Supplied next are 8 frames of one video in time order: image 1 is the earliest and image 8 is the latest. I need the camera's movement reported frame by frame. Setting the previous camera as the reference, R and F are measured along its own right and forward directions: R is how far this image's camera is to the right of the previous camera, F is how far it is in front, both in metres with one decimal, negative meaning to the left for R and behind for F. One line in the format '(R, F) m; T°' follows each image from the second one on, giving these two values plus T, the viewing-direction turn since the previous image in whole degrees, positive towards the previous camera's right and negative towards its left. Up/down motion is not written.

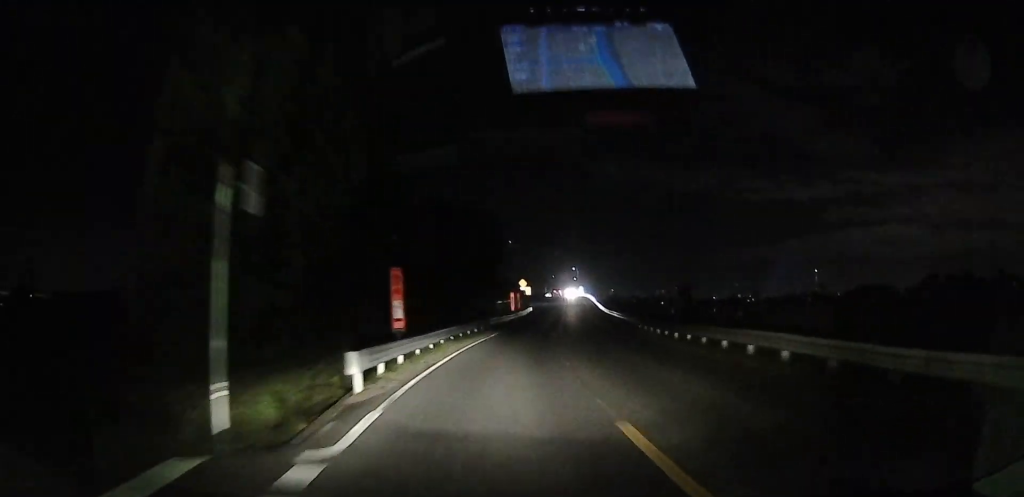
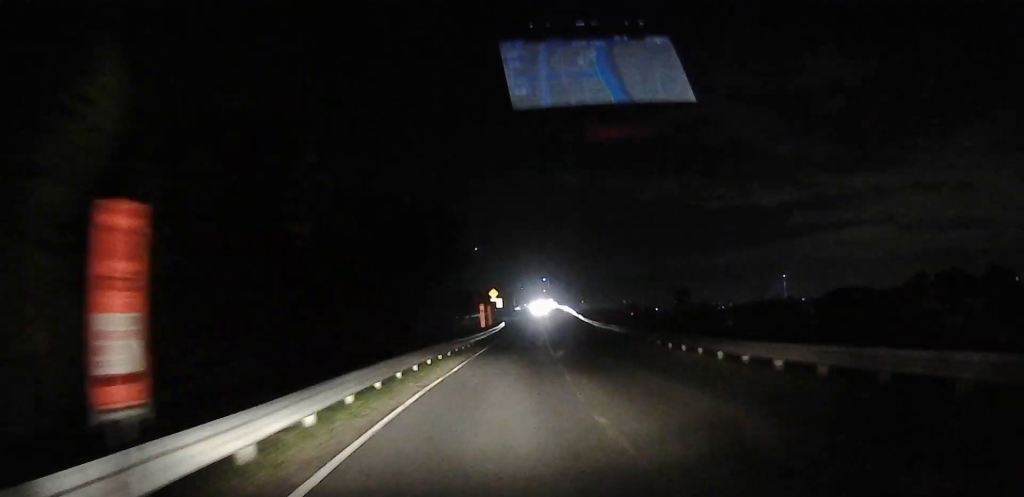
(0.0, +10.3) m; 0°
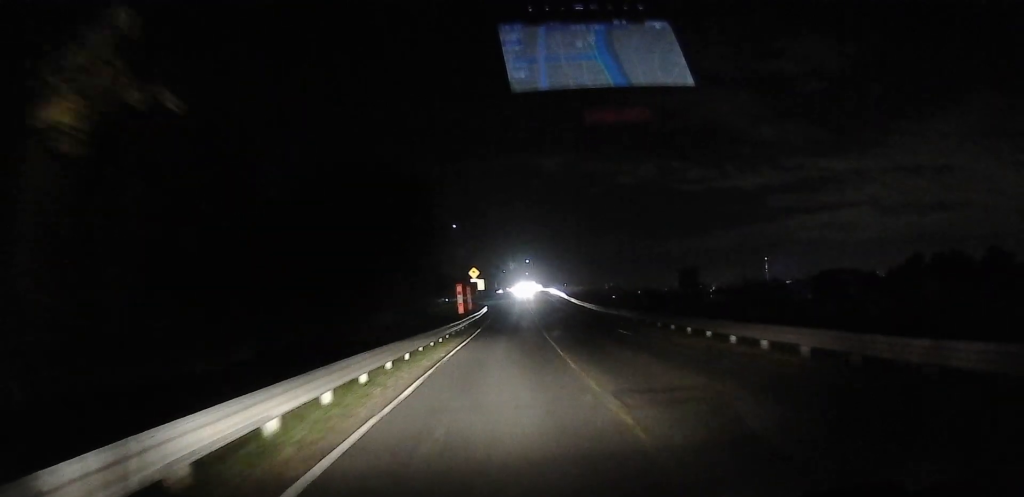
(0.0, +7.4) m; 0°
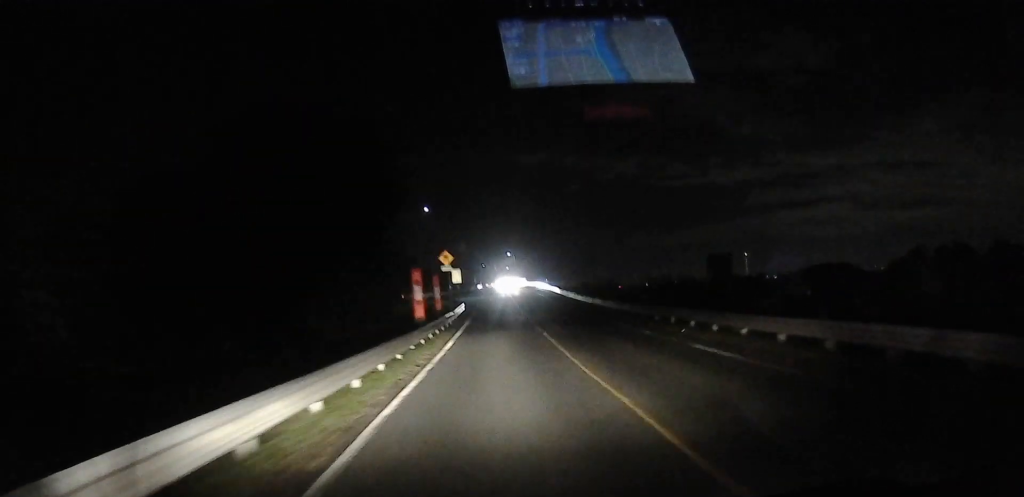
(0.0, +11.3) m; +3°
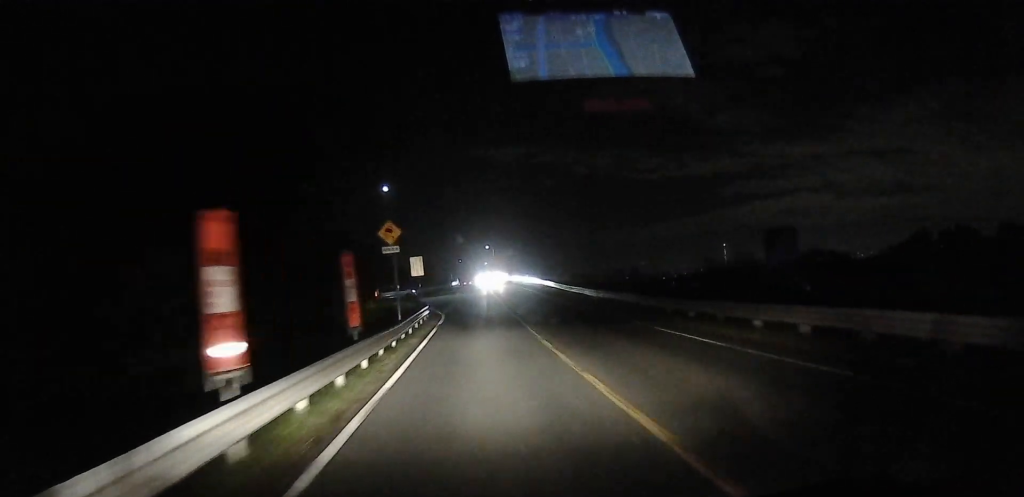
(+0.6, +11.7) m; +1°
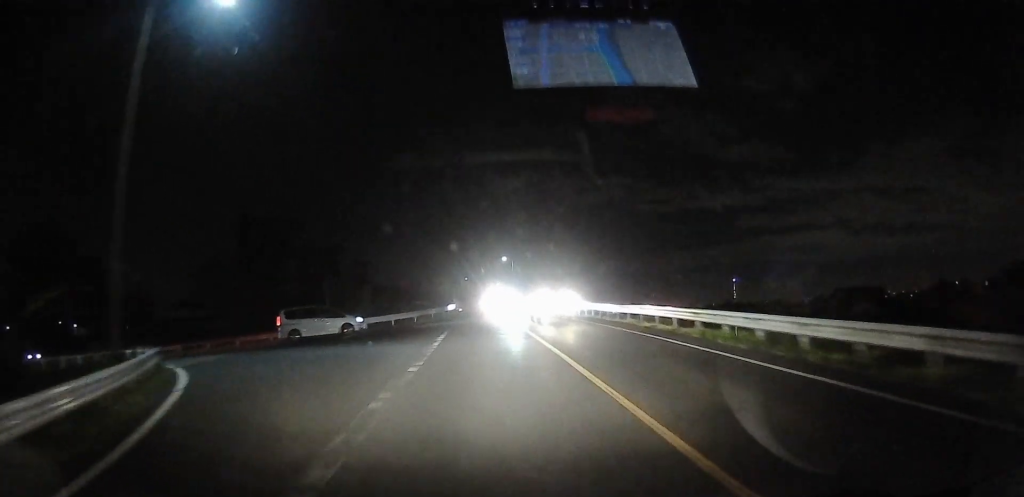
(+0.5, +36.1) m; +5°
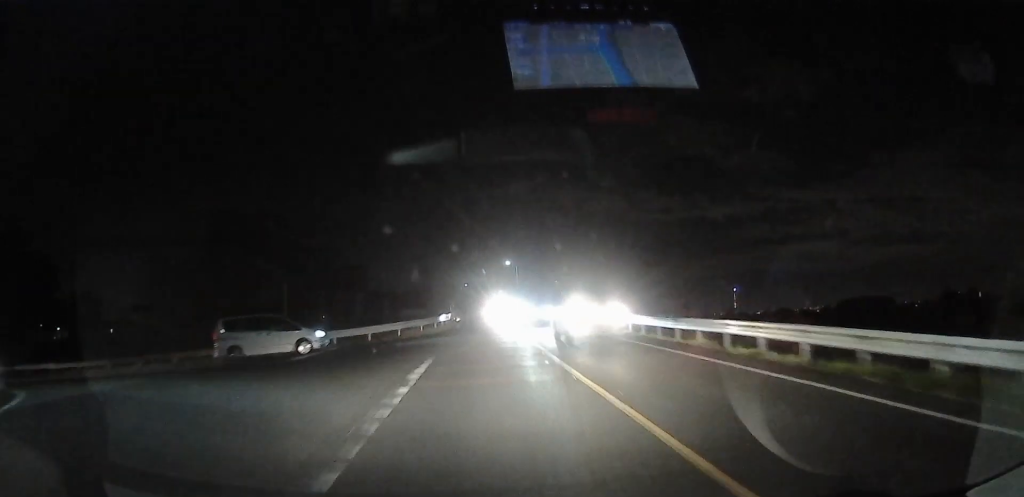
(0.0, +8.5) m; 0°
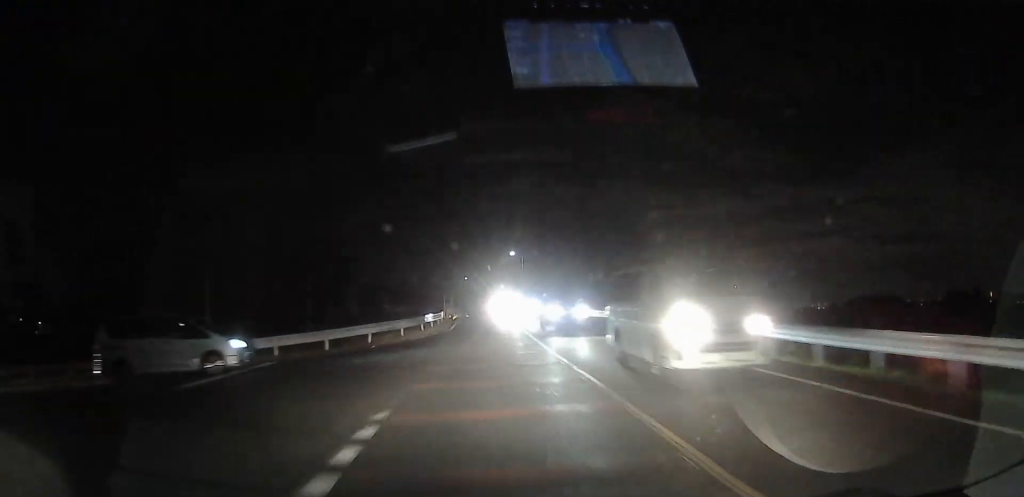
(0.0, +8.5) m; 0°
